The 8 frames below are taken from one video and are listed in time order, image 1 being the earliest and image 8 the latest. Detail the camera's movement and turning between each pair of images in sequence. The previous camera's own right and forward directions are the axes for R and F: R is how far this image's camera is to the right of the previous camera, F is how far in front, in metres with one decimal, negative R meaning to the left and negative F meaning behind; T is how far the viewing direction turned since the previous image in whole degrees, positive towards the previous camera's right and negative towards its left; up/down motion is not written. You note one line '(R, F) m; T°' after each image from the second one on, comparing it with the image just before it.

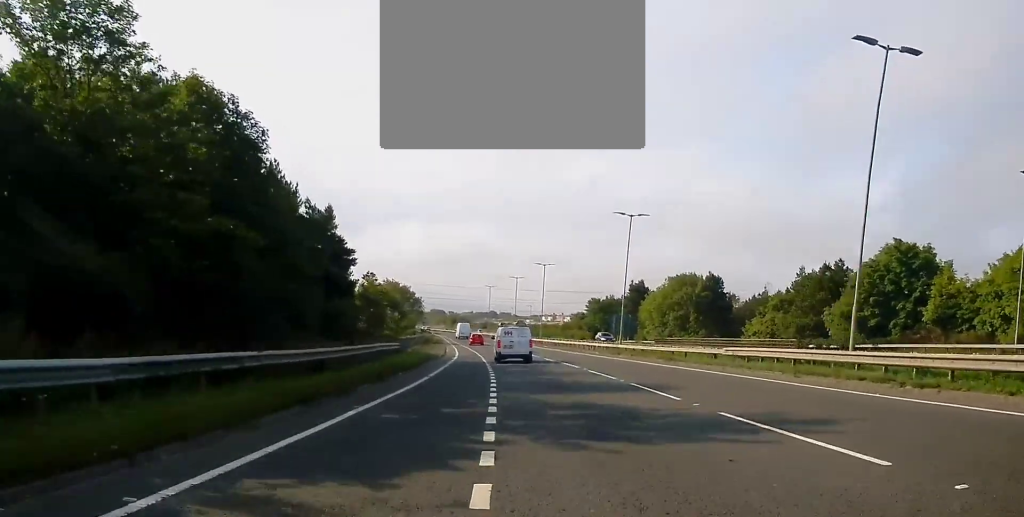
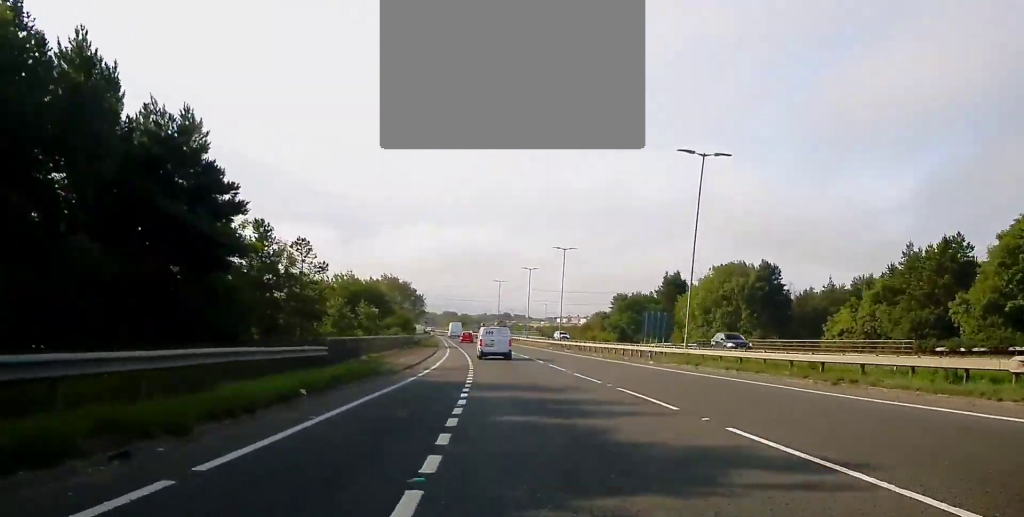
(-0.4, +20.2) m; -2°
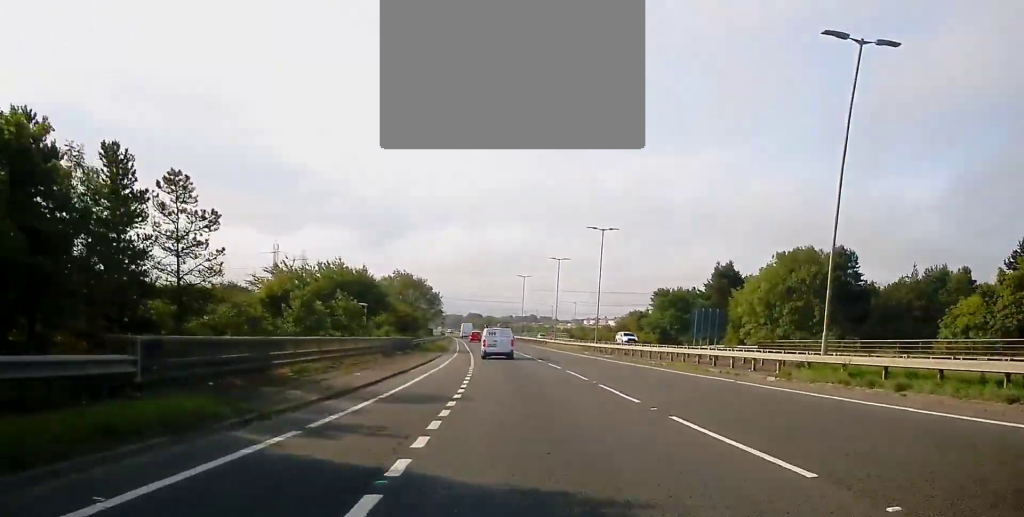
(-0.1, +16.1) m; -1°
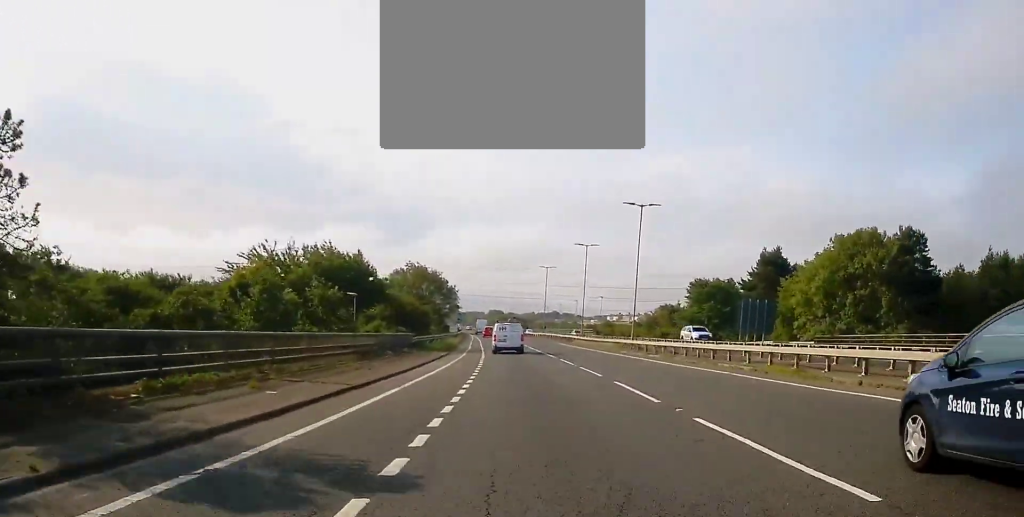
(-0.1, +10.7) m; -1°
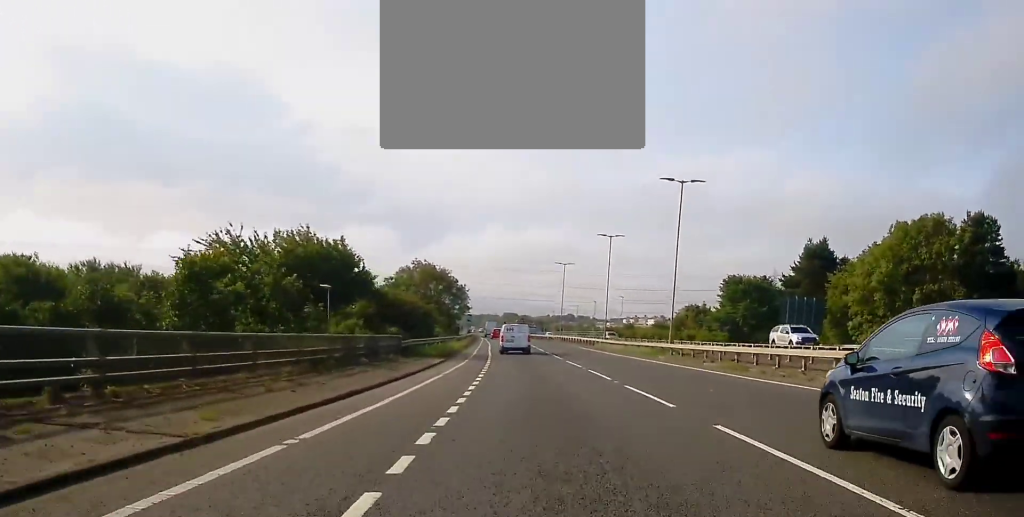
(0.0, +9.9) m; -1°
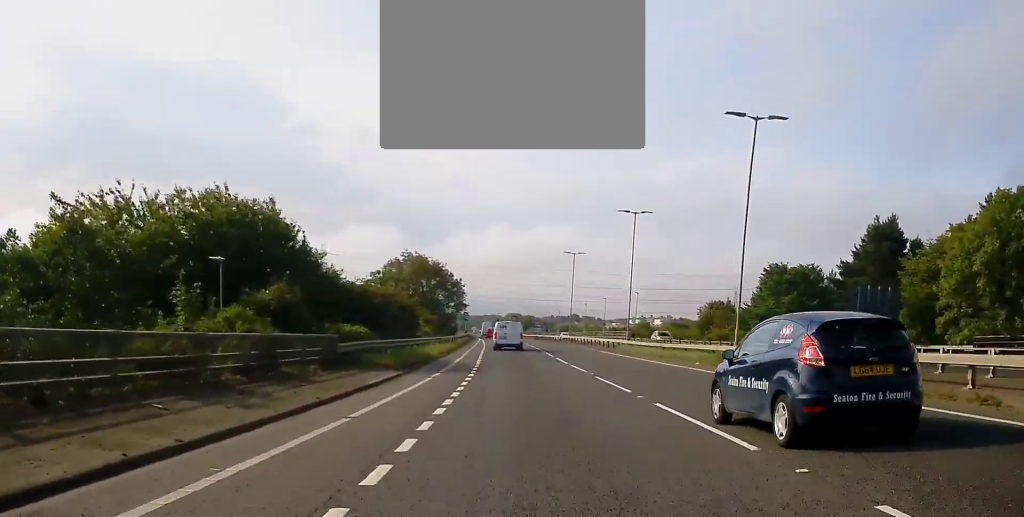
(-0.3, +14.7) m; -1°
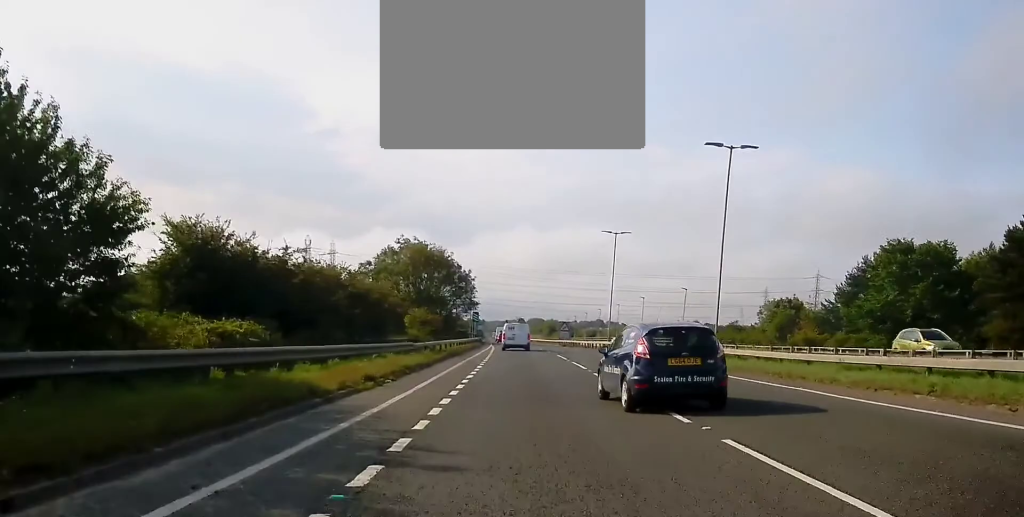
(-0.1, +22.3) m; -1°
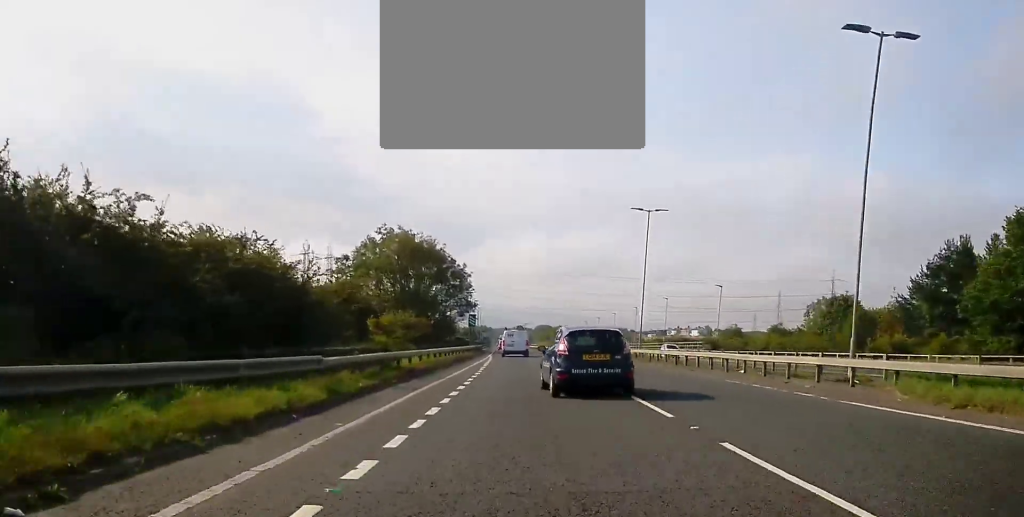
(-0.2, +15.5) m; -1°
